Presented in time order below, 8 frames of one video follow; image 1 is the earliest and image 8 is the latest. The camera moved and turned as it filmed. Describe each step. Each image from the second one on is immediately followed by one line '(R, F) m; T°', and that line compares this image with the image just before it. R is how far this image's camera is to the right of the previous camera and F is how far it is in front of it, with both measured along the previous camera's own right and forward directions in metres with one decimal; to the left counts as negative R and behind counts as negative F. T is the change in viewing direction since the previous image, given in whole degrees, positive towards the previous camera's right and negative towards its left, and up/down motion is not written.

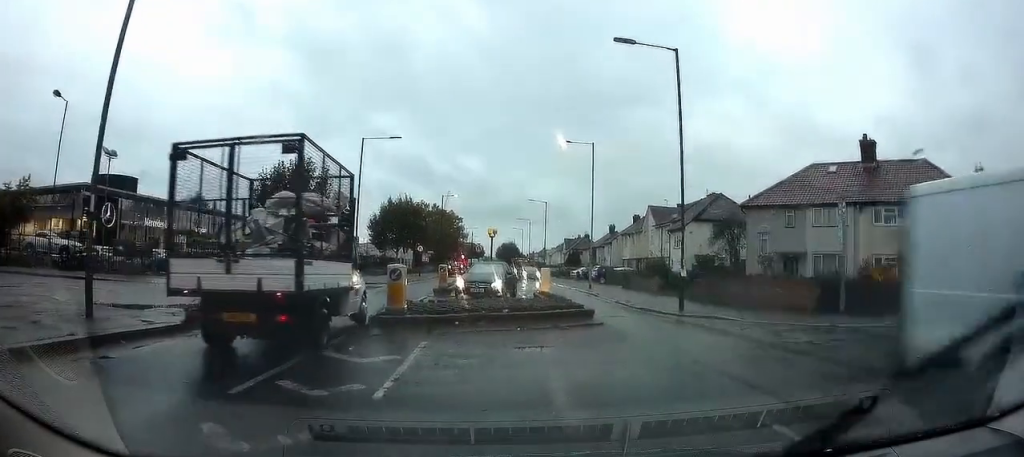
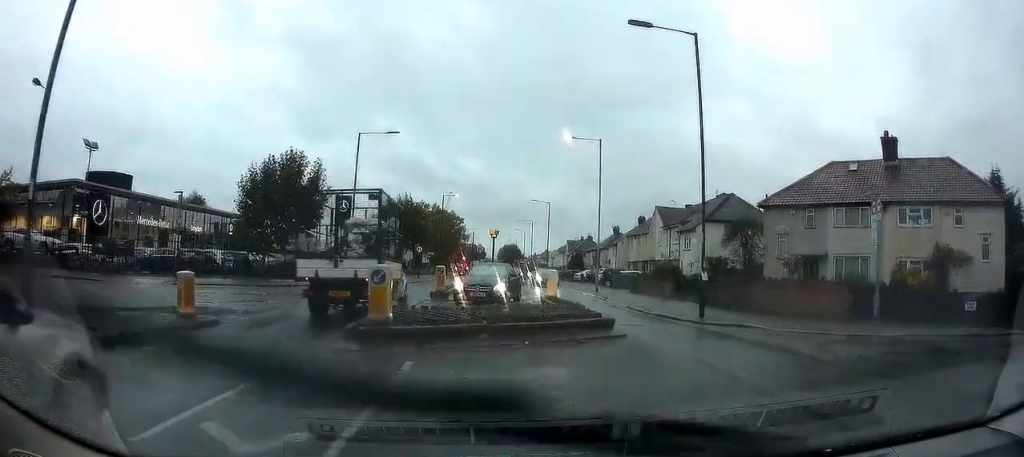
(-0.1, +2.1) m; 0°
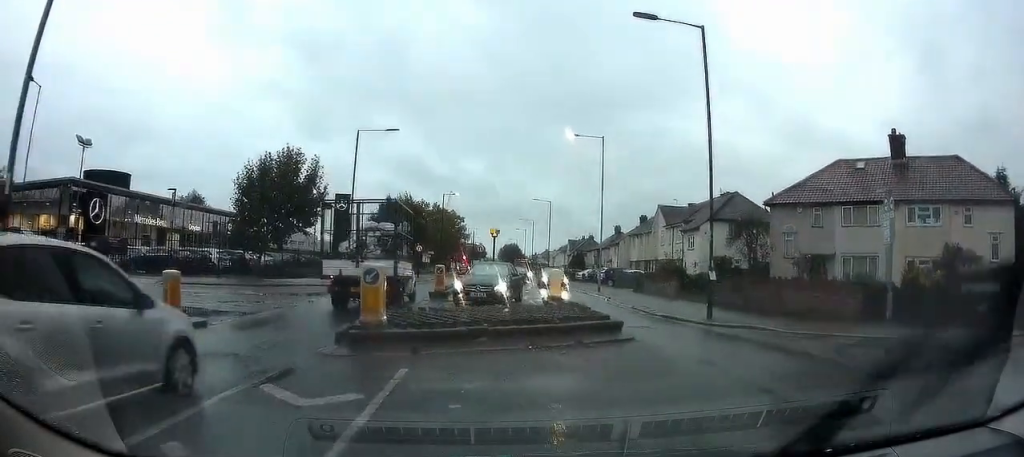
(0.0, +0.7) m; +1°
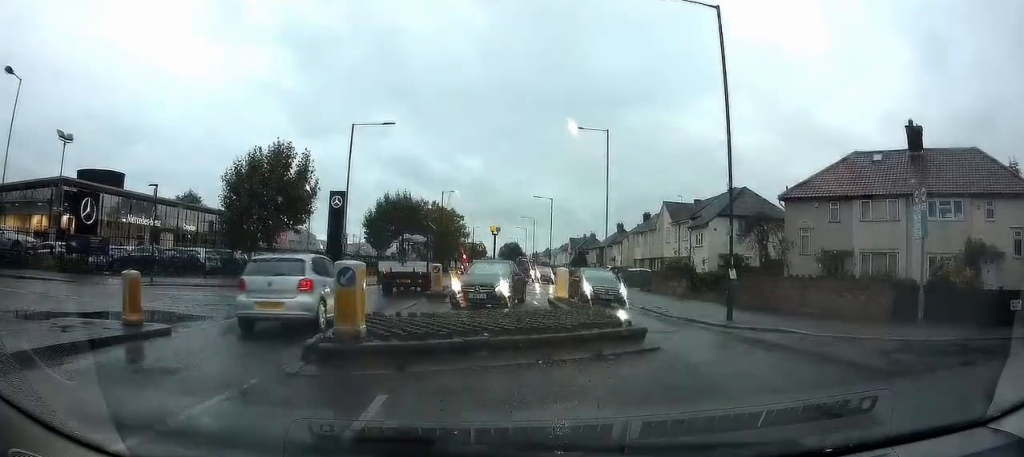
(0.0, +1.9) m; 0°
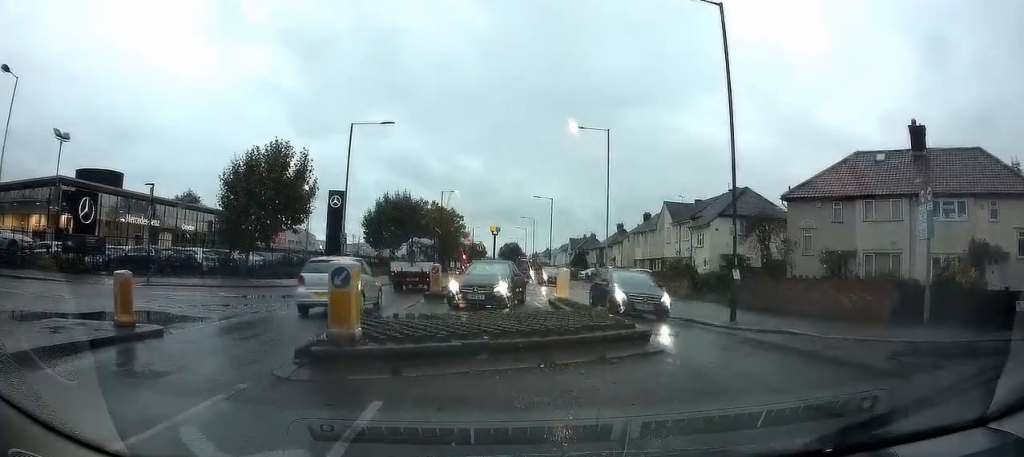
(0.0, +0.5) m; 0°
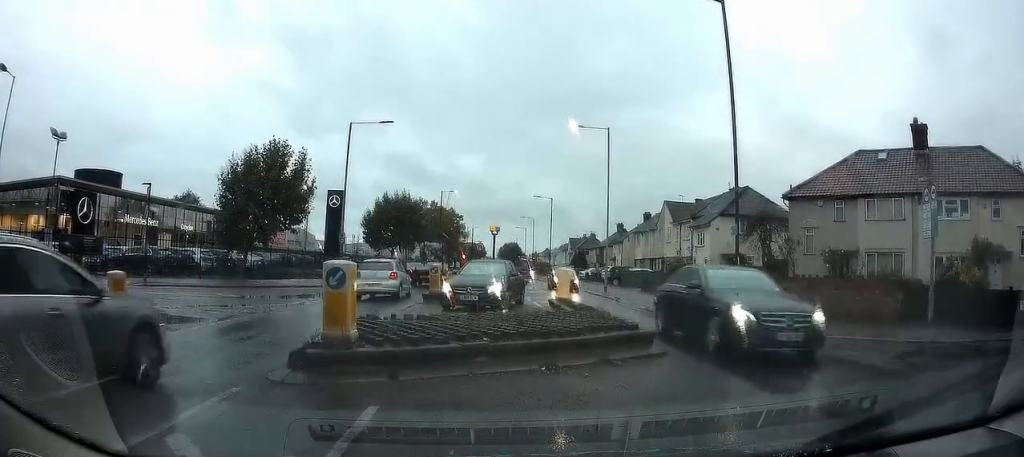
(0.0, +0.4) m; 0°
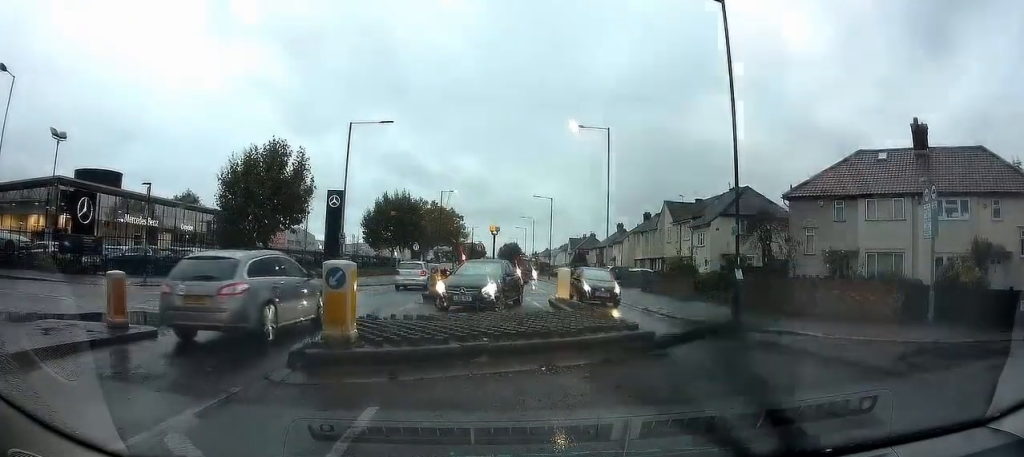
(0.0, +0.2) m; 0°
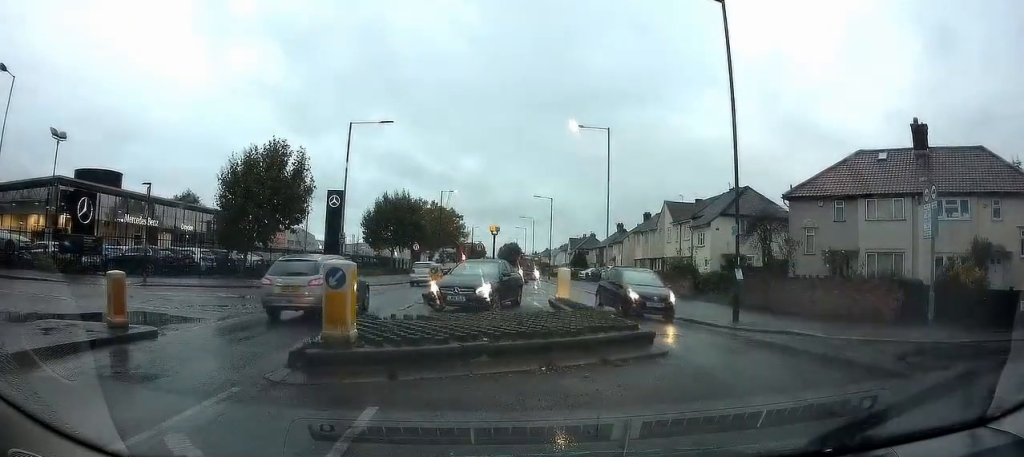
(0.0, 0.0) m; 0°
